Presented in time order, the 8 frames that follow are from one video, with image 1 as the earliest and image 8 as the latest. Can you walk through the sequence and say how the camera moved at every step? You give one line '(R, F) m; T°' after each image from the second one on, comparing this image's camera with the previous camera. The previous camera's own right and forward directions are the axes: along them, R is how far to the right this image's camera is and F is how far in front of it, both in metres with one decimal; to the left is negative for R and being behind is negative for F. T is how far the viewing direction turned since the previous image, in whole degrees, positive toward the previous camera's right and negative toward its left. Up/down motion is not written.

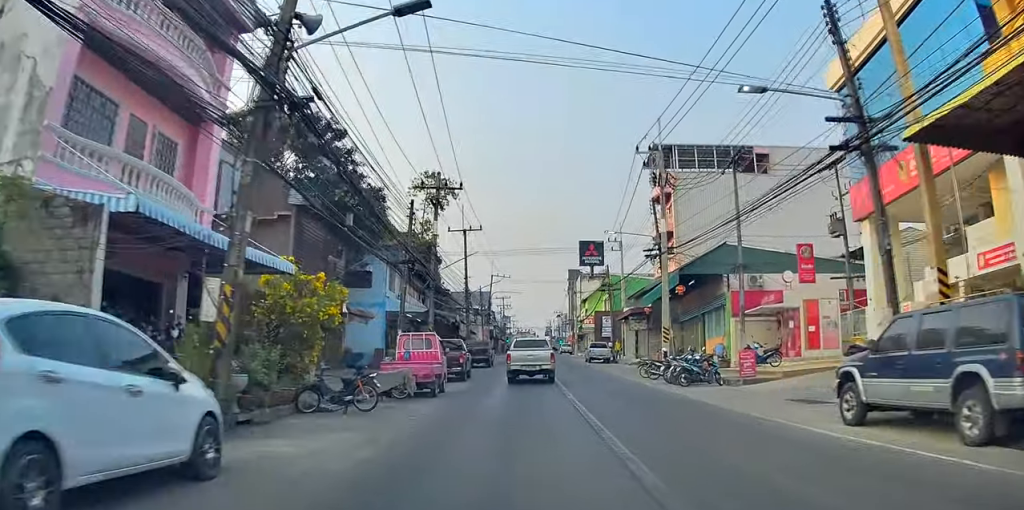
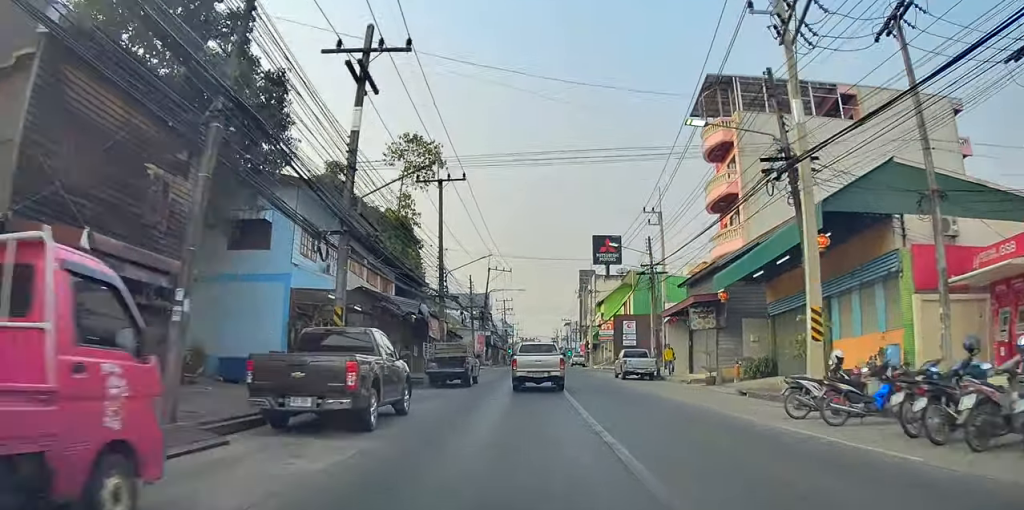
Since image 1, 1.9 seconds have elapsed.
(+0.2, +16.9) m; 0°
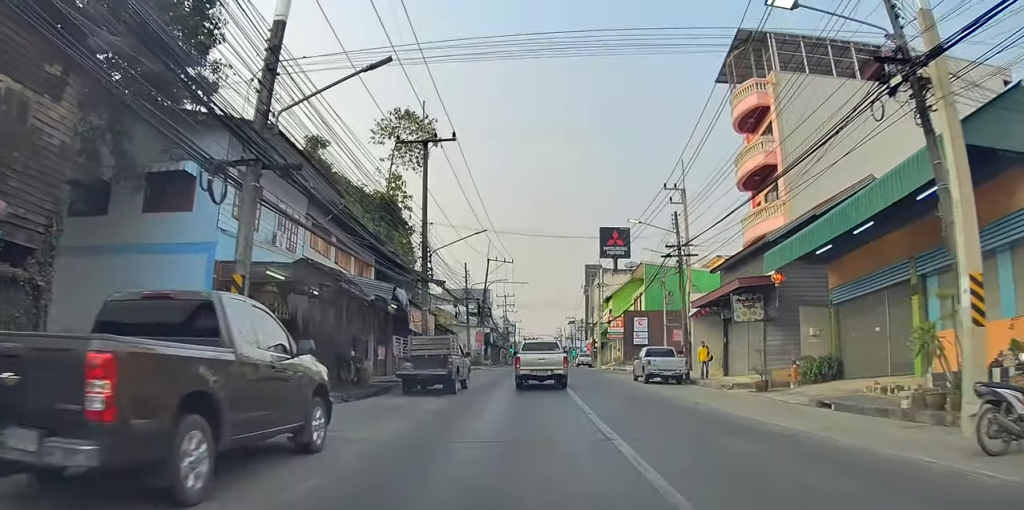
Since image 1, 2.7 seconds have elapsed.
(-0.4, +6.9) m; 0°
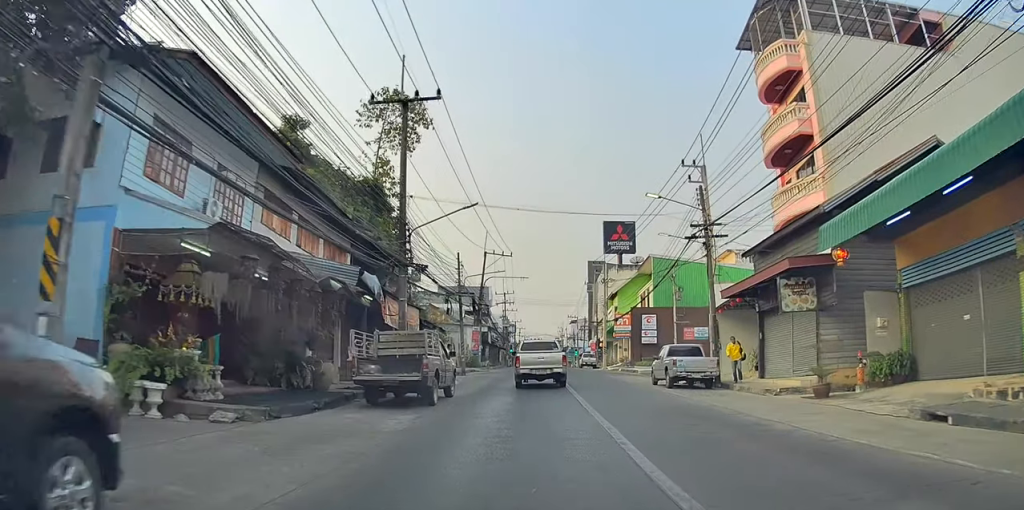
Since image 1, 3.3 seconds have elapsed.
(+0.5, +5.2) m; 0°
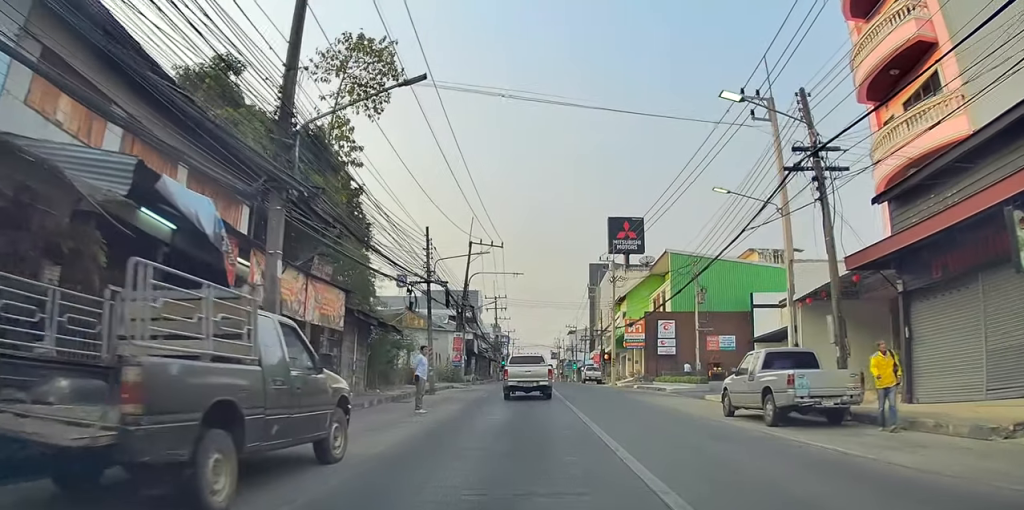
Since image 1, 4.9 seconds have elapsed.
(-0.3, +12.4) m; +1°
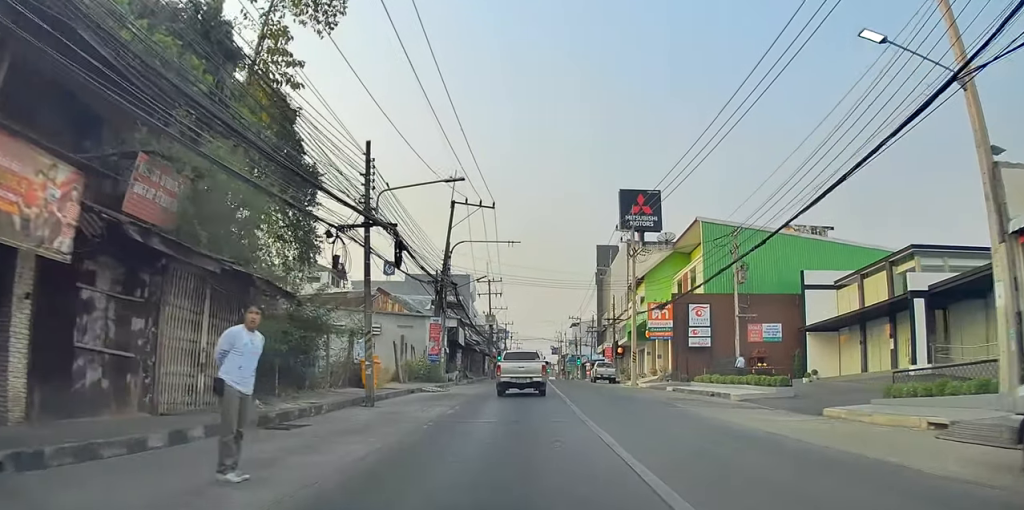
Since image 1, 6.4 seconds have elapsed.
(-0.2, +11.5) m; 0°
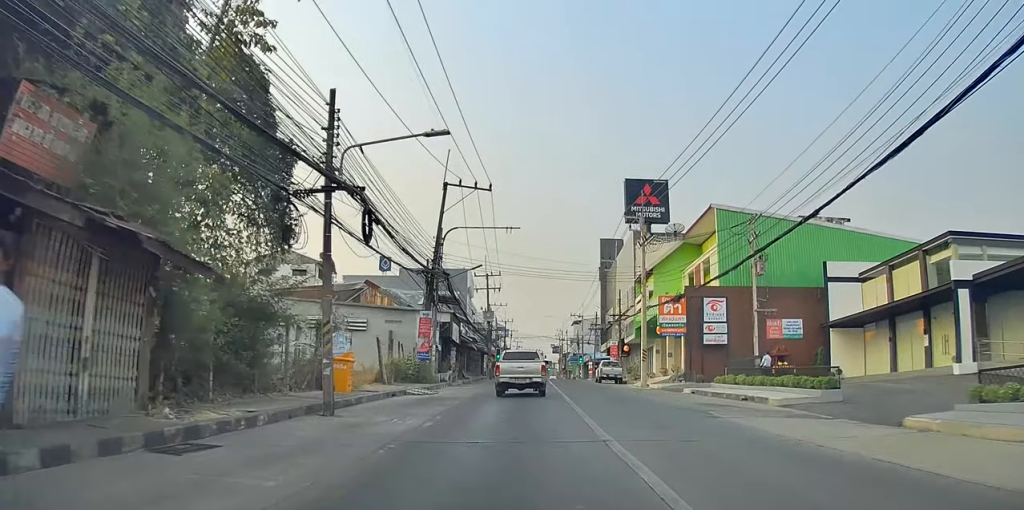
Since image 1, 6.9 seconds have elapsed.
(+0.3, +3.7) m; 0°
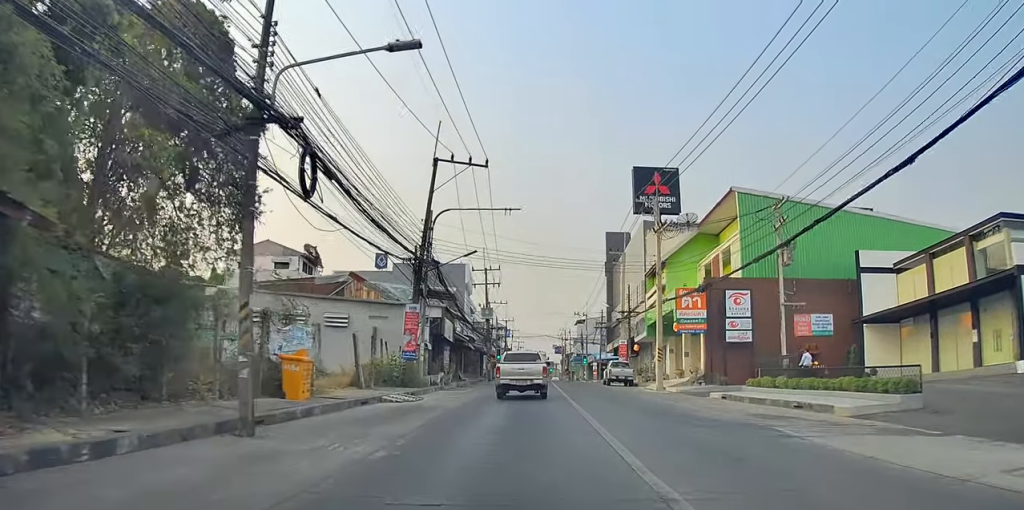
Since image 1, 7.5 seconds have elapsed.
(+0.5, +4.0) m; 0°
